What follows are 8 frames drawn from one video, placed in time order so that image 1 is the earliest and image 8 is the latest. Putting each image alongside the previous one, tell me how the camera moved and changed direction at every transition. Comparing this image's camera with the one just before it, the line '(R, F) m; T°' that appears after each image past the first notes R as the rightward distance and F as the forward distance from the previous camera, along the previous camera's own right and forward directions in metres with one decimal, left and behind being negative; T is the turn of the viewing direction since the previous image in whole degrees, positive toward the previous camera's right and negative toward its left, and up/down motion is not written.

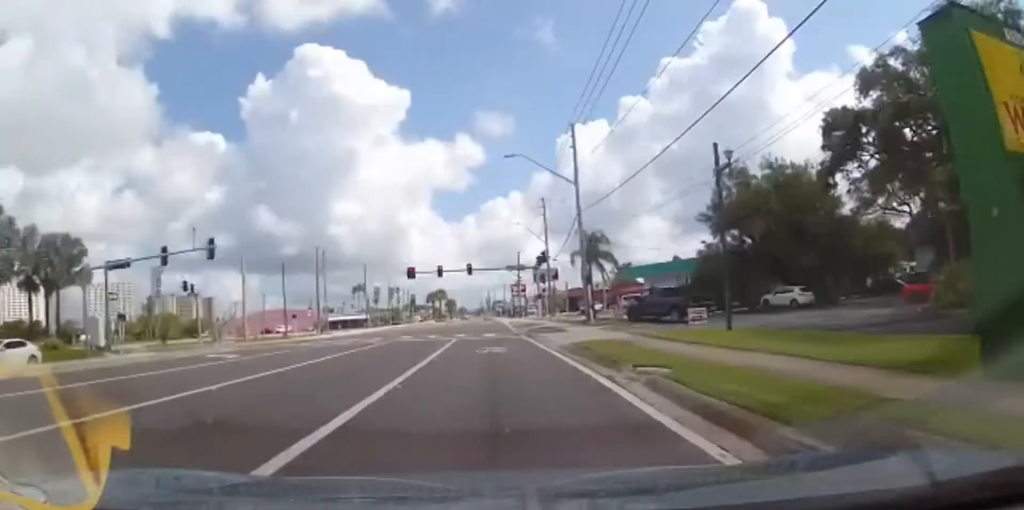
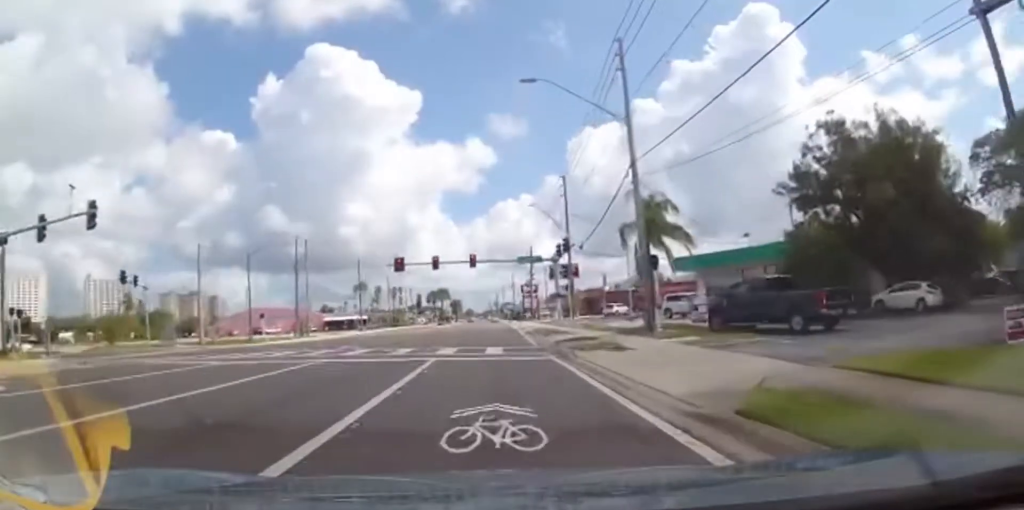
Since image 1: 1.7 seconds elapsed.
(-0.7, +13.0) m; -4°
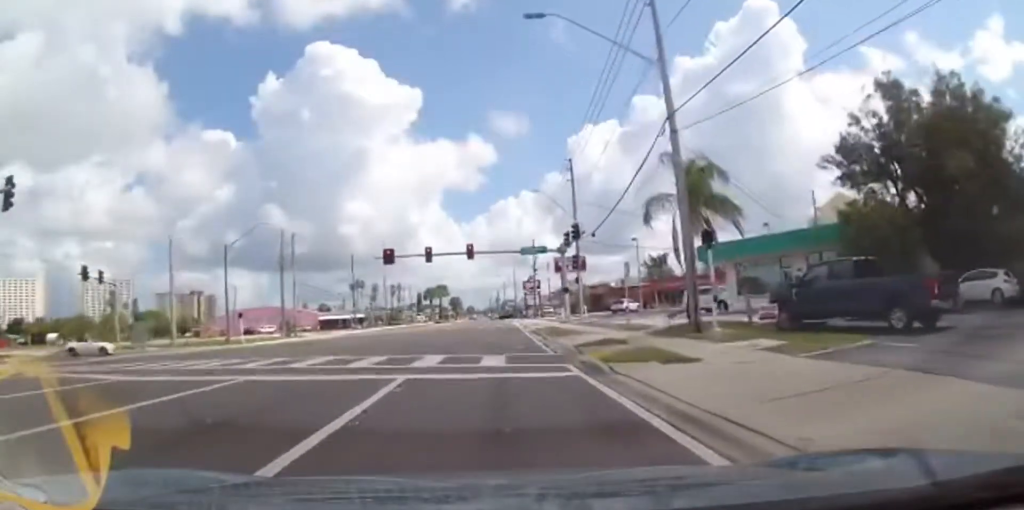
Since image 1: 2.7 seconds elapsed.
(0.0, +5.8) m; 0°
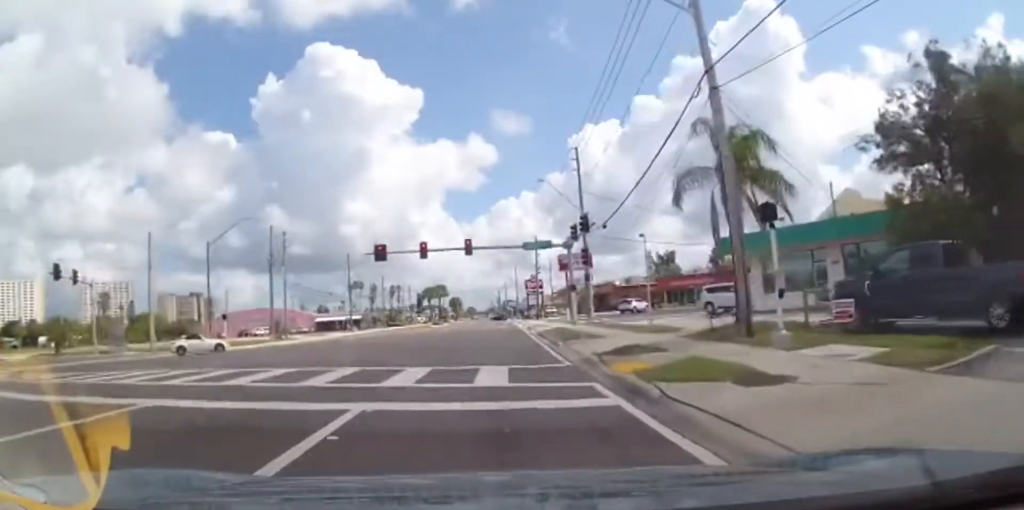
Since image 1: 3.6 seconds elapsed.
(0.0, +4.2) m; -5°
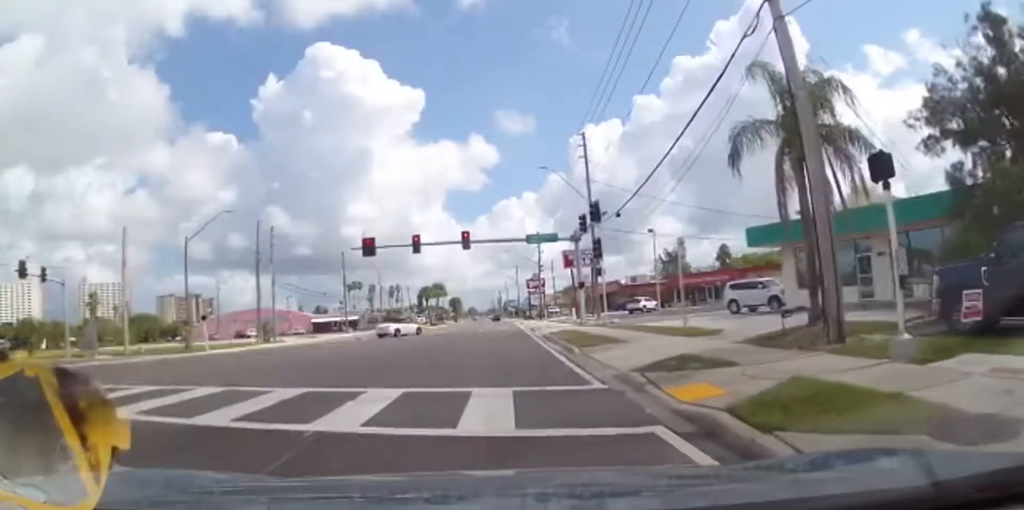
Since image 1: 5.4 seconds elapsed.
(-0.7, +5.2) m; -8°
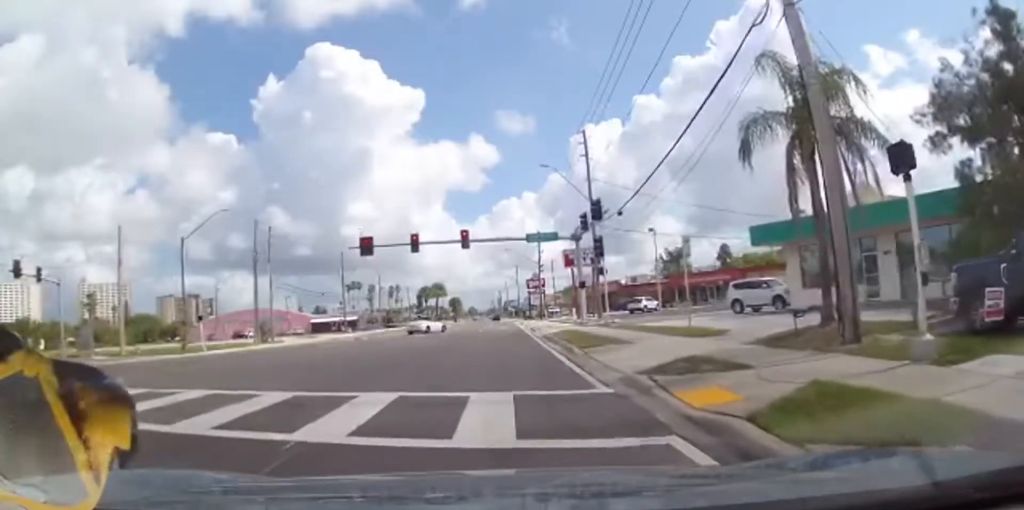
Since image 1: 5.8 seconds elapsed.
(0.0, +0.9) m; +2°
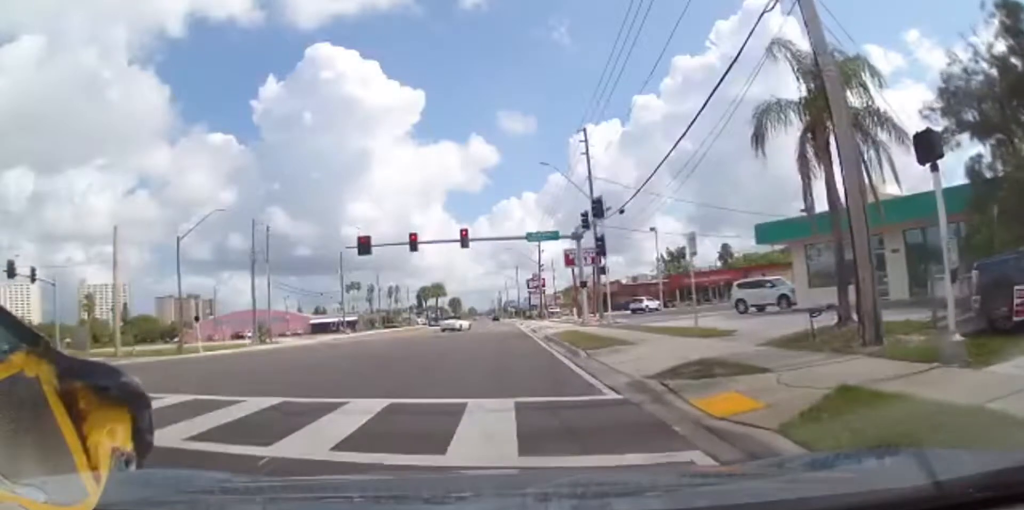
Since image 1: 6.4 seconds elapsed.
(0.0, +1.3) m; +3°
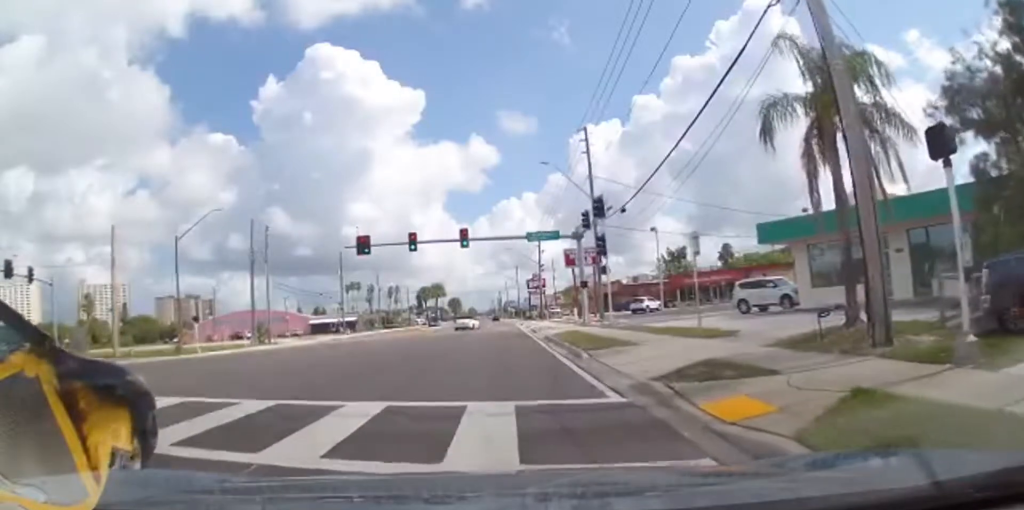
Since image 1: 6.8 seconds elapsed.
(0.0, +0.8) m; +3°
